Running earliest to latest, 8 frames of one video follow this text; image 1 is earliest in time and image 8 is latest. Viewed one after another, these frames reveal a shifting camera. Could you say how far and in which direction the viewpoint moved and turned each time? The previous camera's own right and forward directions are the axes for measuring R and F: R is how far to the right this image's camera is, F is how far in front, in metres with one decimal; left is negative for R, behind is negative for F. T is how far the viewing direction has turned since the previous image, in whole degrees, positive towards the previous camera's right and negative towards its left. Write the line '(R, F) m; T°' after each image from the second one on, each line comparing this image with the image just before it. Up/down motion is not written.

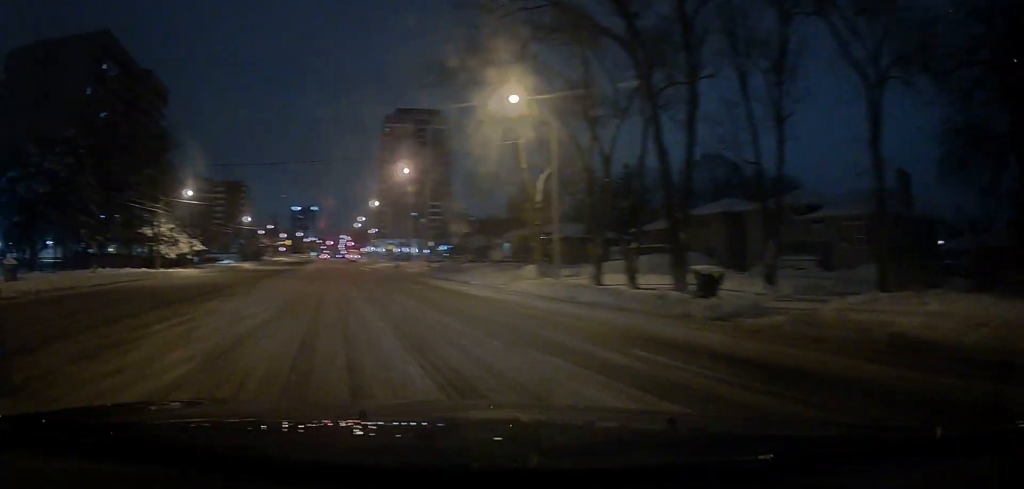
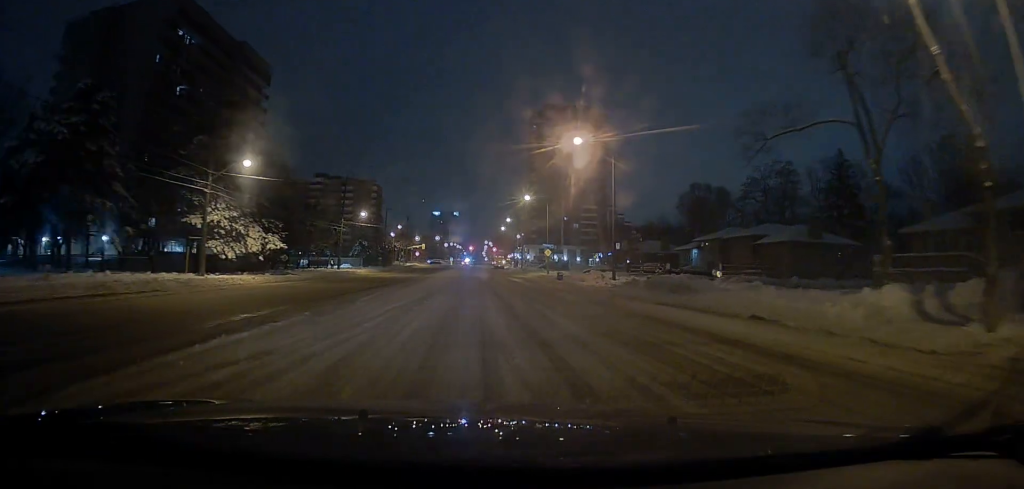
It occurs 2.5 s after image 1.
(-4.5, +16.9) m; -23°
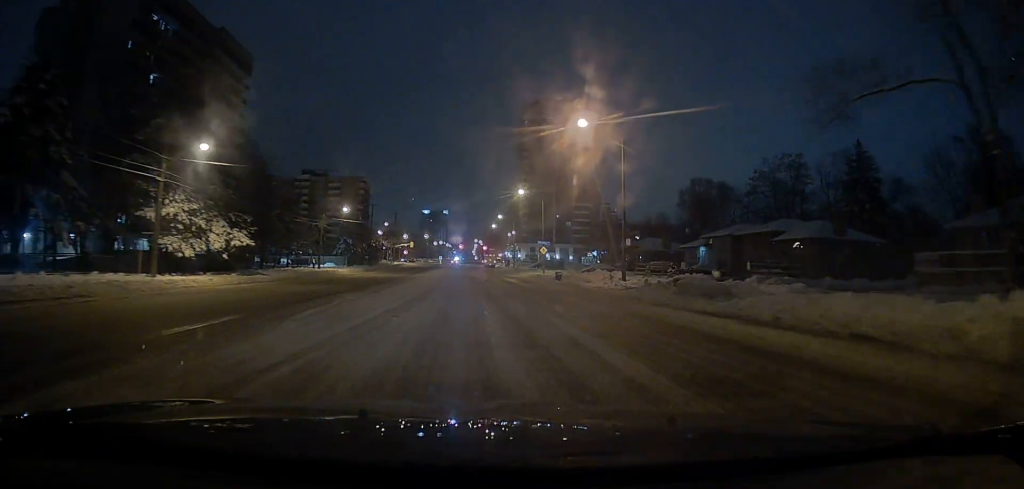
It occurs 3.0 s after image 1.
(-0.1, +5.0) m; 0°
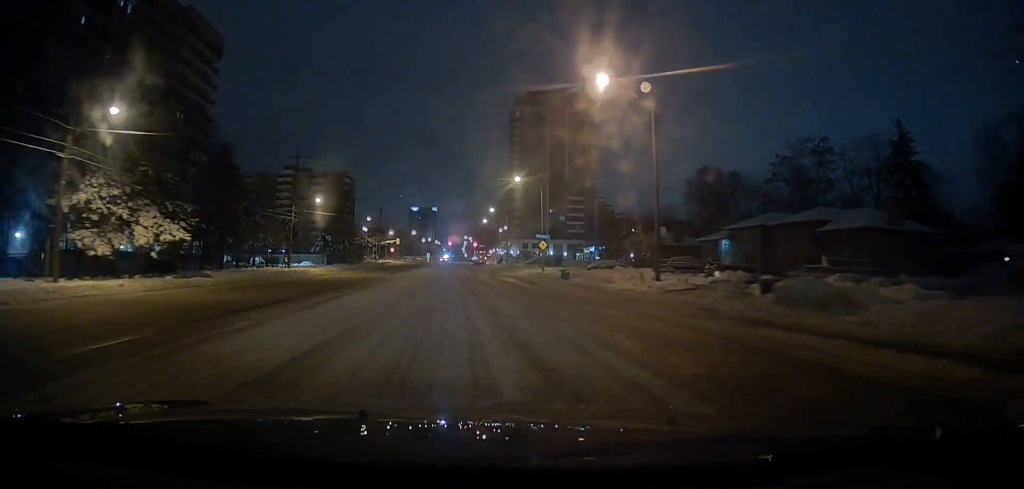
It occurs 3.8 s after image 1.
(0.0, +8.1) m; 0°
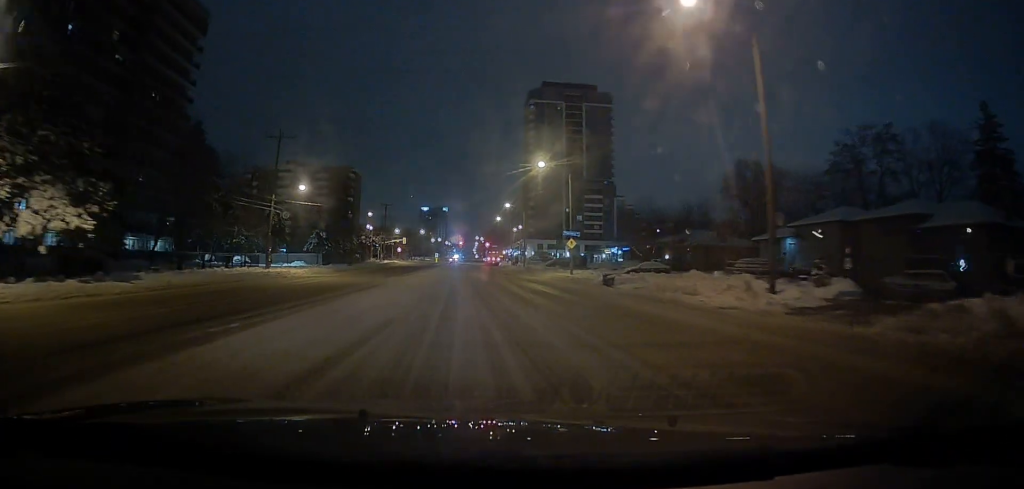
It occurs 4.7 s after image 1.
(+0.1, +10.3) m; 0°
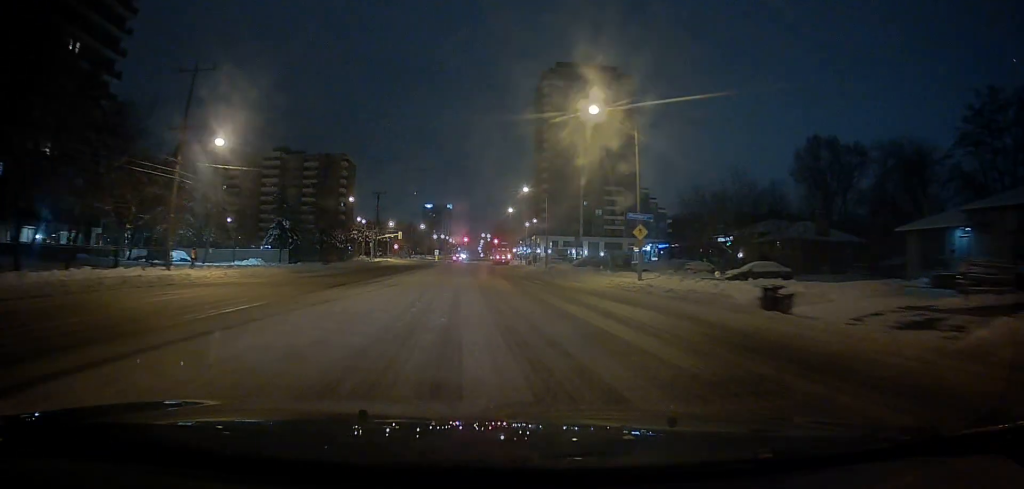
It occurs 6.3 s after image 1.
(-0.3, +19.6) m; +1°
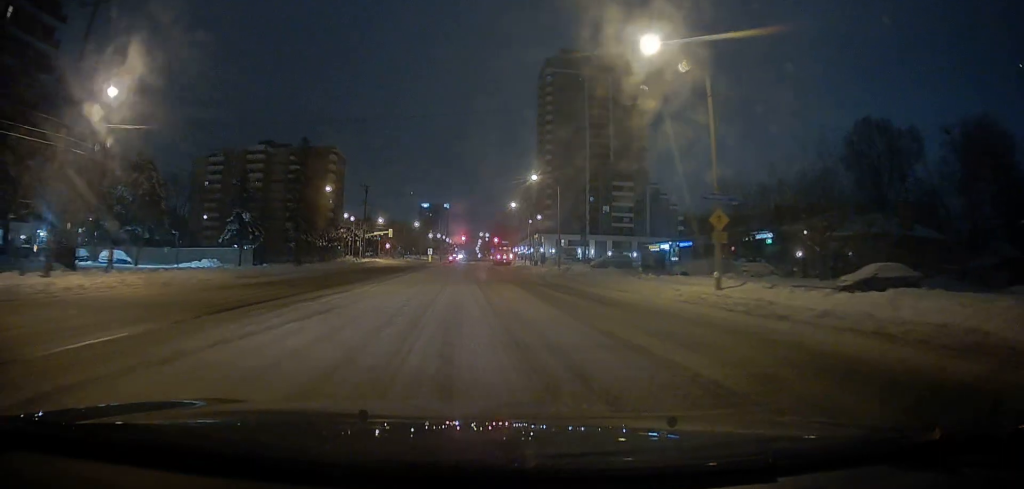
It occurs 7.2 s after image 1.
(+0.4, +11.9) m; +2°
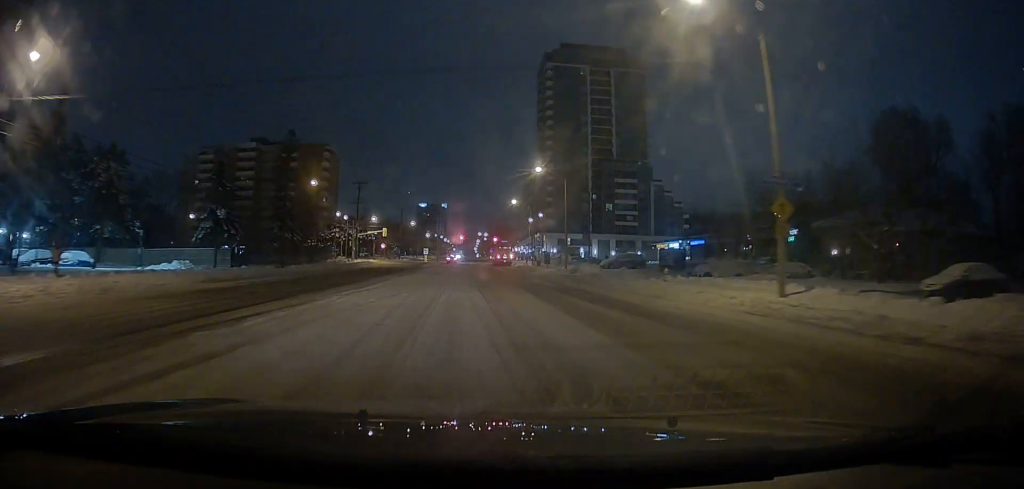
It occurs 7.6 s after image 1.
(+0.1, +5.7) m; 0°
